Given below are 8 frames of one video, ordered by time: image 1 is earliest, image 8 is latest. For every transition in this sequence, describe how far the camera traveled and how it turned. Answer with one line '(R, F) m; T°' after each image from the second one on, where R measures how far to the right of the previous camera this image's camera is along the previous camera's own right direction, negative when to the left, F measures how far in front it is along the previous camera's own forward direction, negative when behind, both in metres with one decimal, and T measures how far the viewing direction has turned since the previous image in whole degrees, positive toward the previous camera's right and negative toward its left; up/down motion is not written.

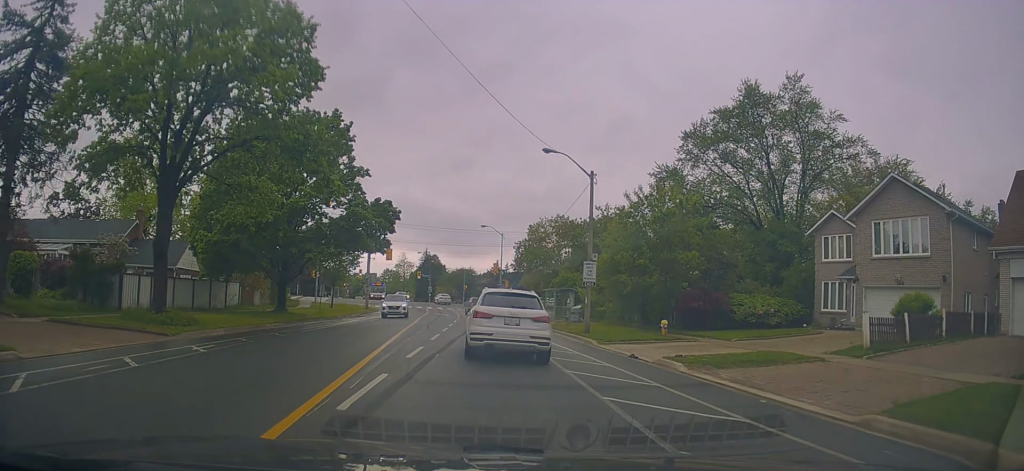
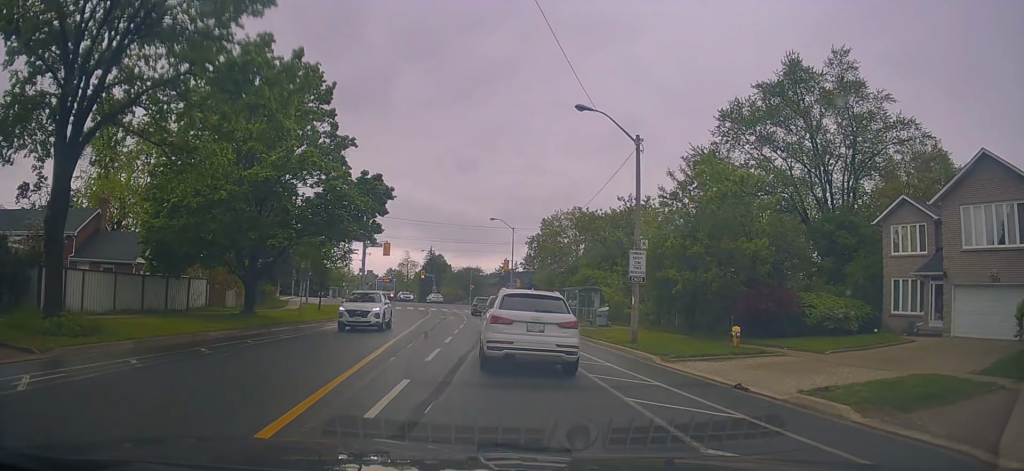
(0.0, +5.9) m; 0°
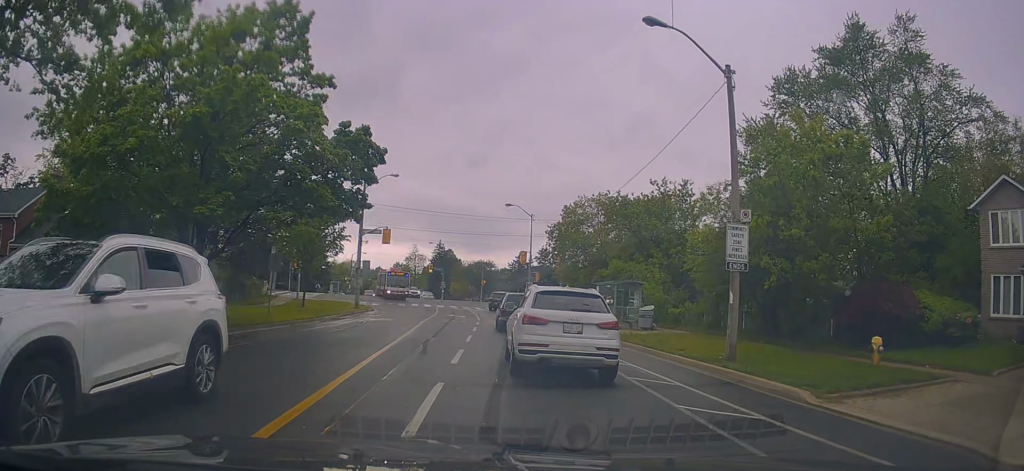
(0.0, +6.2) m; 0°
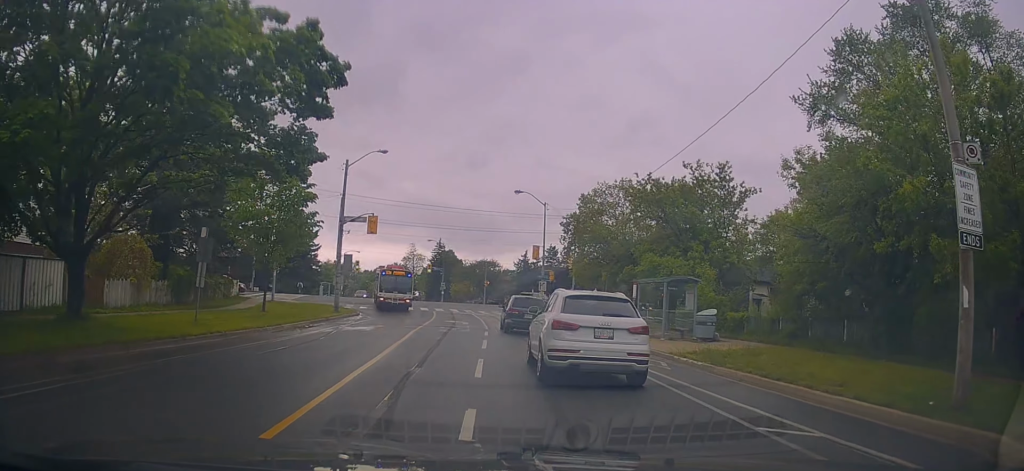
(0.0, +7.3) m; -2°
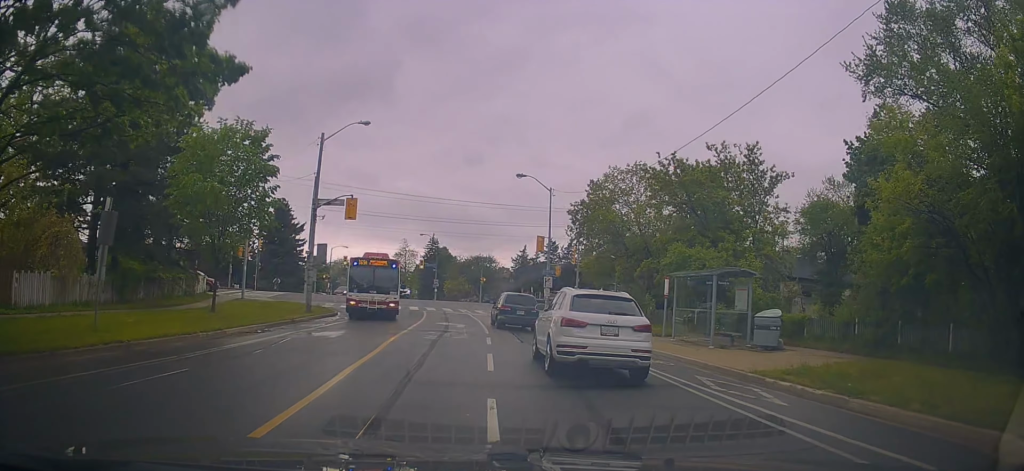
(-0.1, +5.0) m; -2°
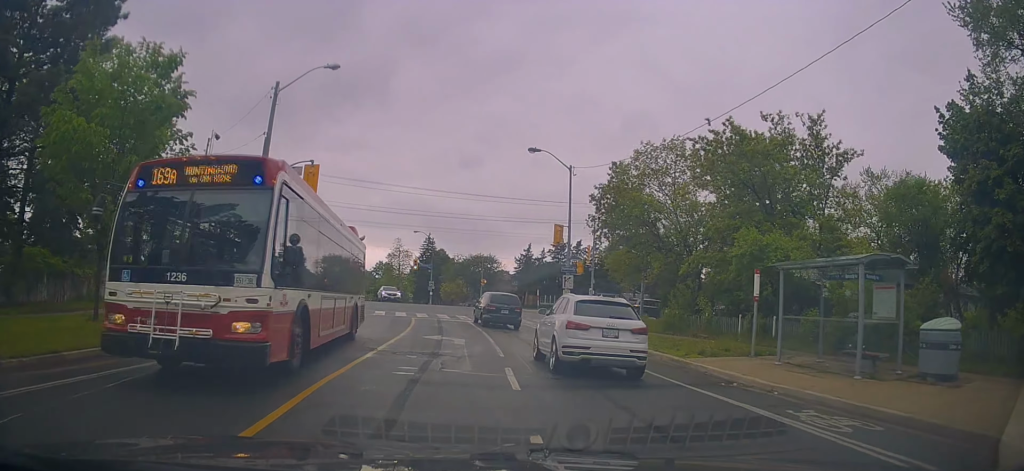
(-0.2, +7.2) m; +2°
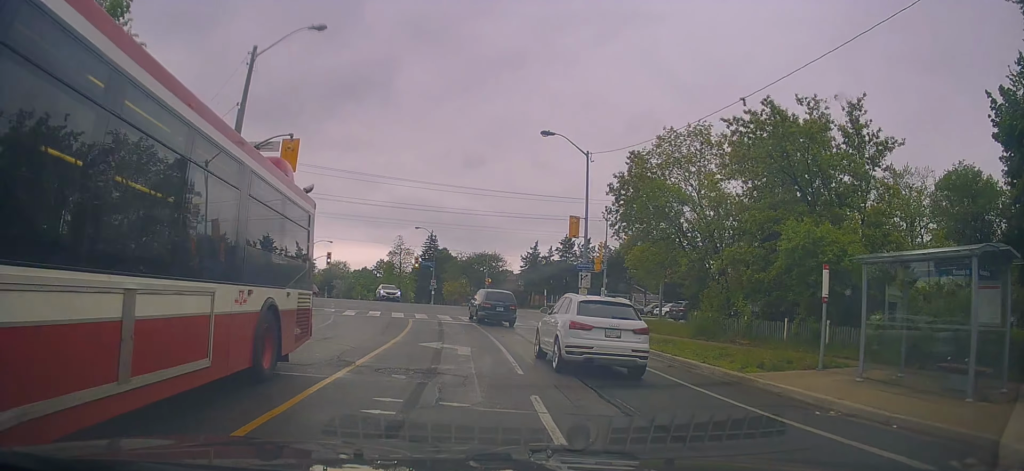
(+0.2, +3.1) m; +2°
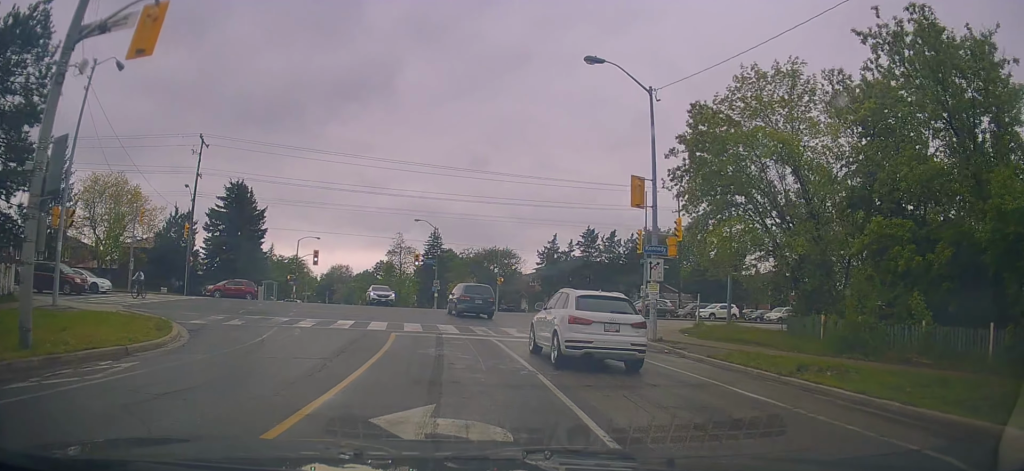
(+0.1, +8.9) m; -3°
